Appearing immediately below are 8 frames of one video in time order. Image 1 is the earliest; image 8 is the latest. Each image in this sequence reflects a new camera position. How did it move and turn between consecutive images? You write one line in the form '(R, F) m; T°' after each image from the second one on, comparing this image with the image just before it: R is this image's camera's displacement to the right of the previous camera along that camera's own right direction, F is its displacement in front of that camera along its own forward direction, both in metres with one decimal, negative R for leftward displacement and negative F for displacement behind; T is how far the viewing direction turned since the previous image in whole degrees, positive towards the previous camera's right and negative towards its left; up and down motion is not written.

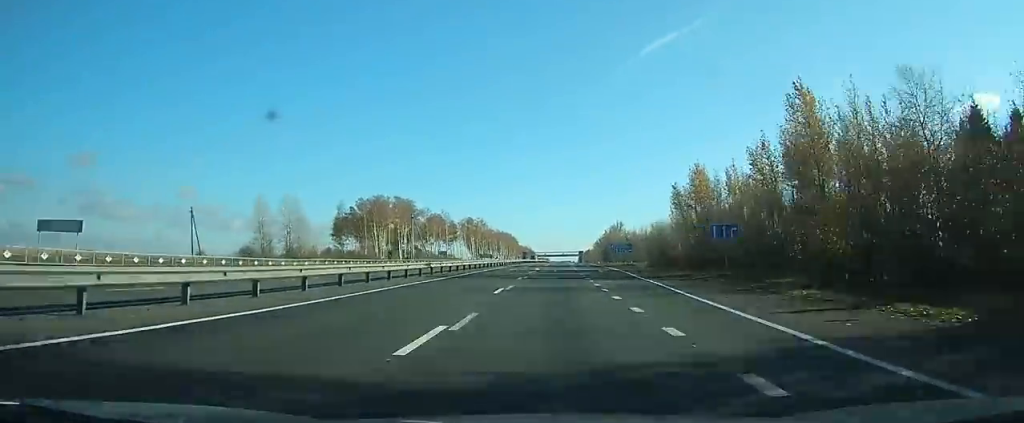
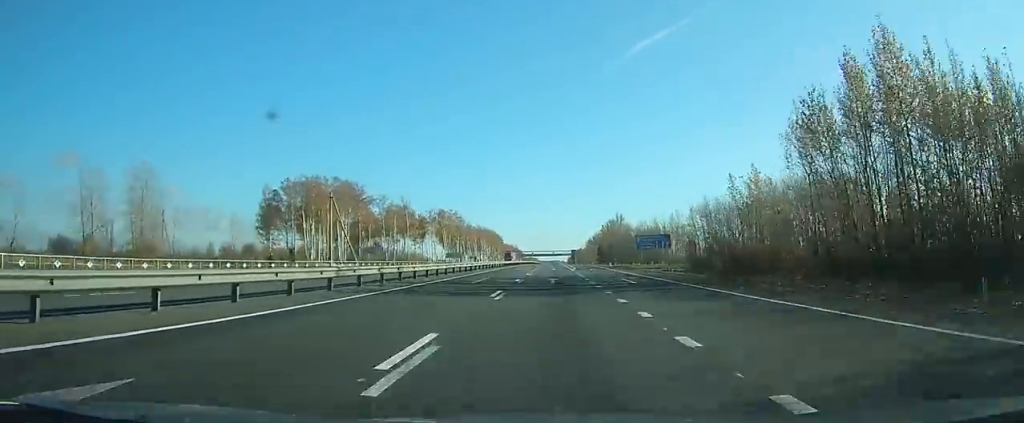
(+0.5, +53.0) m; +1°
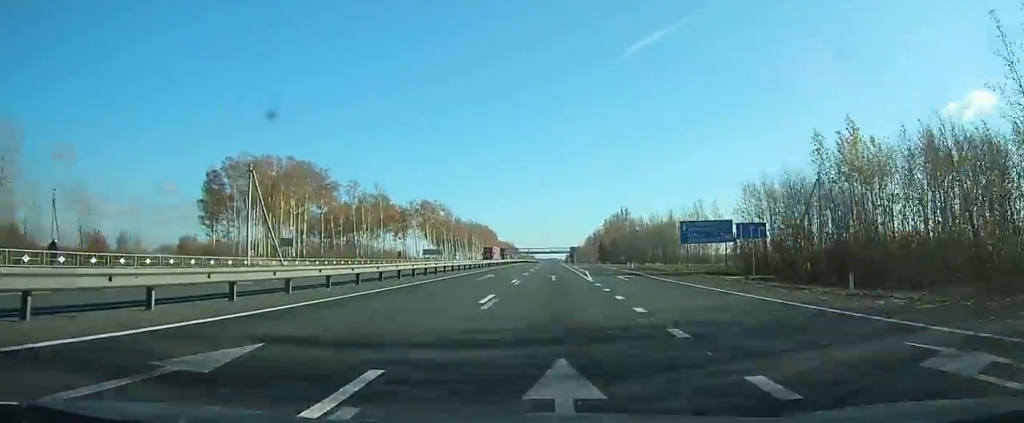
(+0.1, +28.9) m; 0°
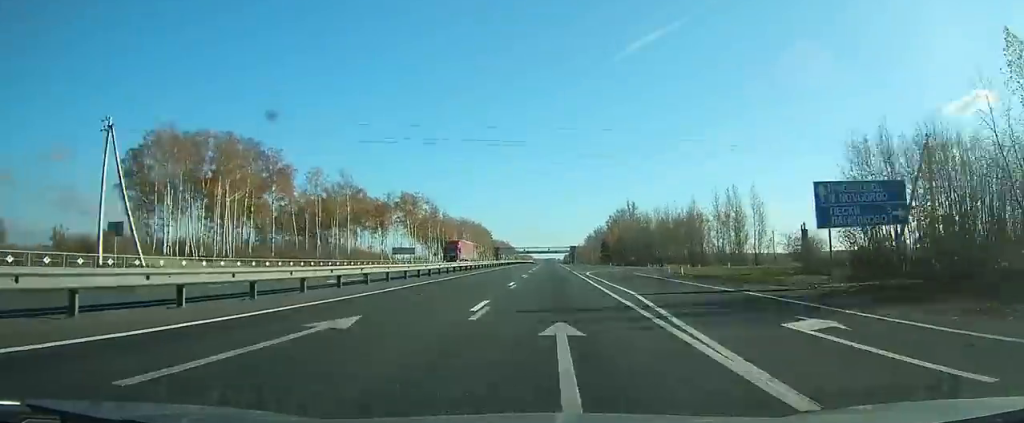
(0.0, +26.9) m; 0°
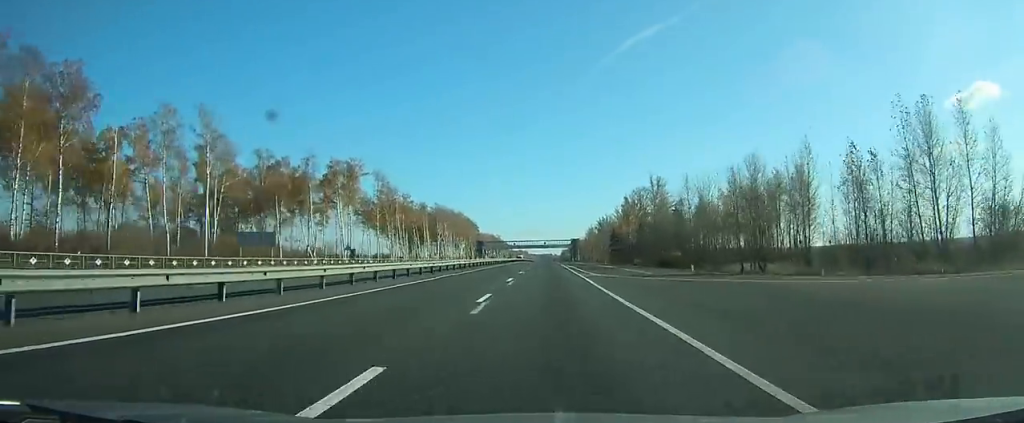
(+0.1, +57.3) m; 0°
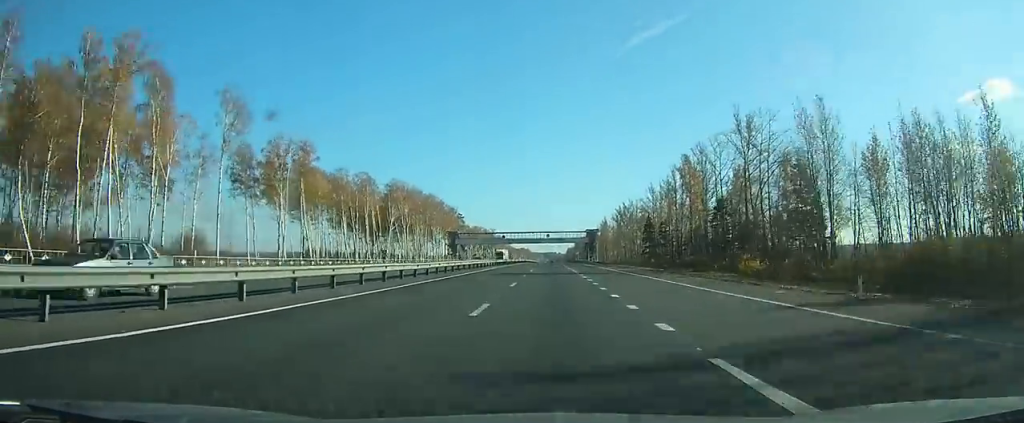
(0.0, +74.9) m; 0°
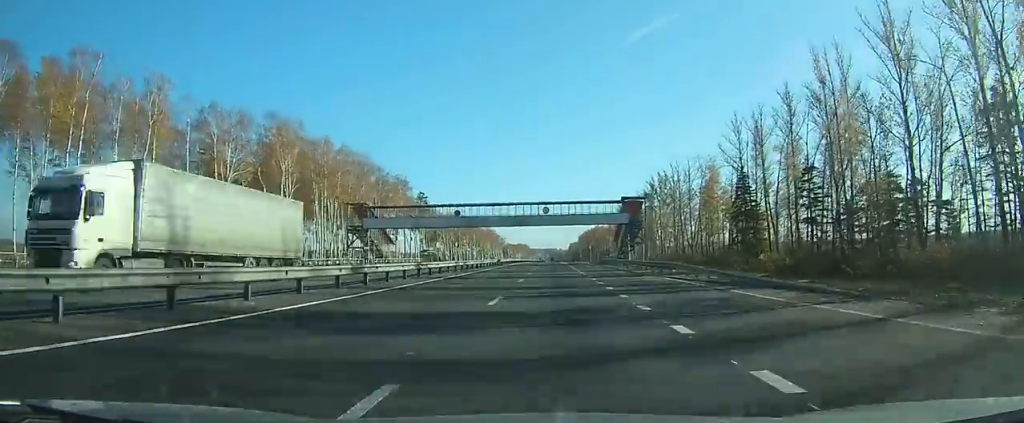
(0.0, +81.8) m; 0°
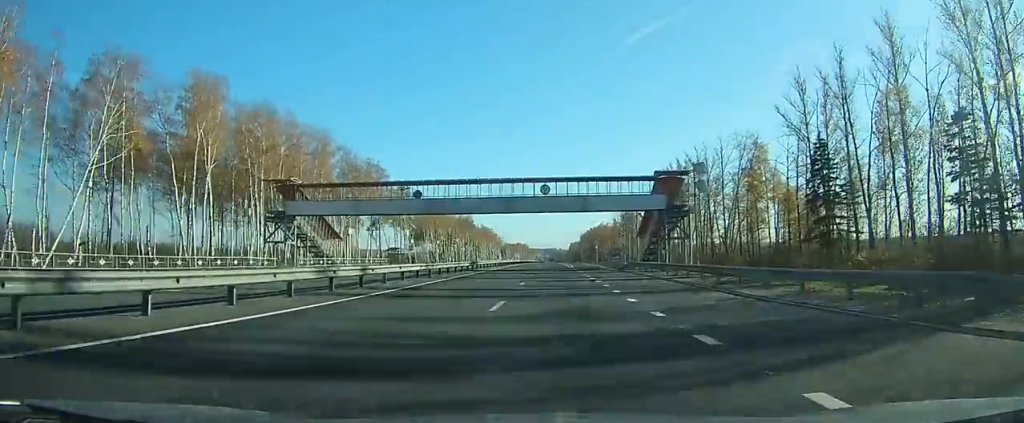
(0.0, +24.4) m; 0°
